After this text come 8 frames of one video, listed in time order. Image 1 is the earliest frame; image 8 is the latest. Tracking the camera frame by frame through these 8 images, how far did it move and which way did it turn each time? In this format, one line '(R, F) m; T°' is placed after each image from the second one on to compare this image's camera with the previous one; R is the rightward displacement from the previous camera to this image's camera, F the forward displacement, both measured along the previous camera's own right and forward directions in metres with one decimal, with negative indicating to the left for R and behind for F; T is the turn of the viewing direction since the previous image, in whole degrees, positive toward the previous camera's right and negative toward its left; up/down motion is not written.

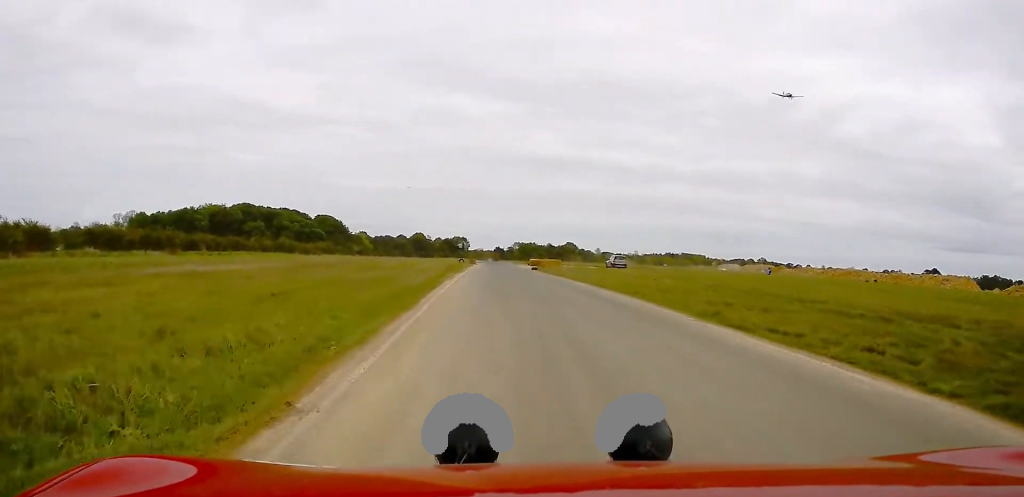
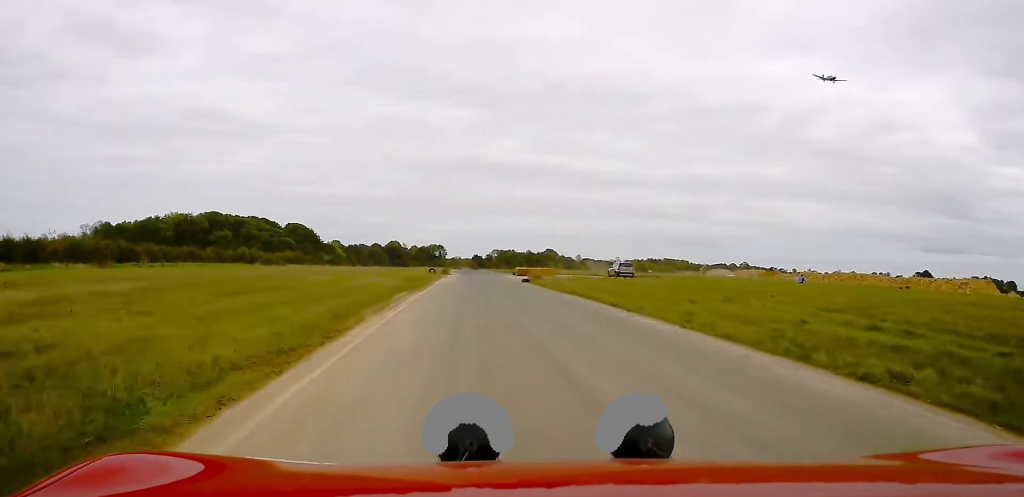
(+0.9, +17.5) m; +4°
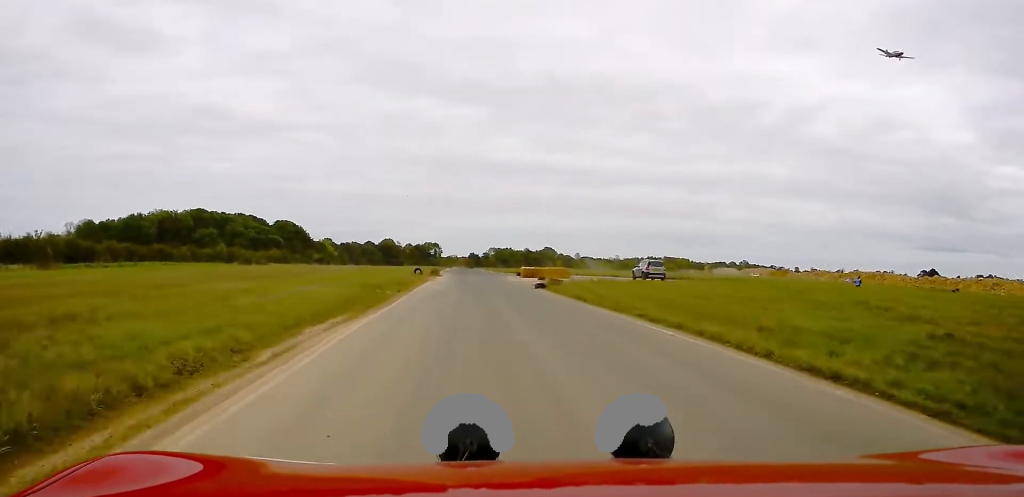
(+0.3, +14.2) m; 0°
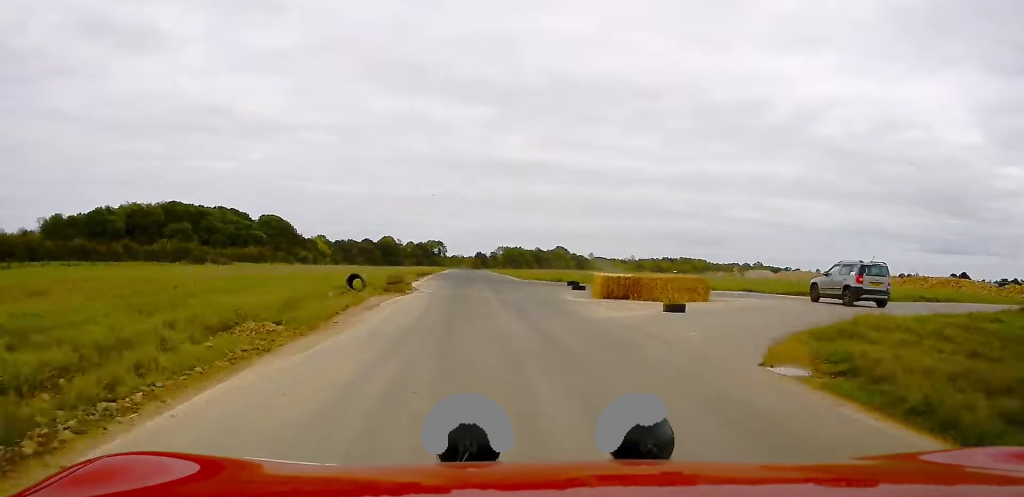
(-1.0, +35.2) m; -3°
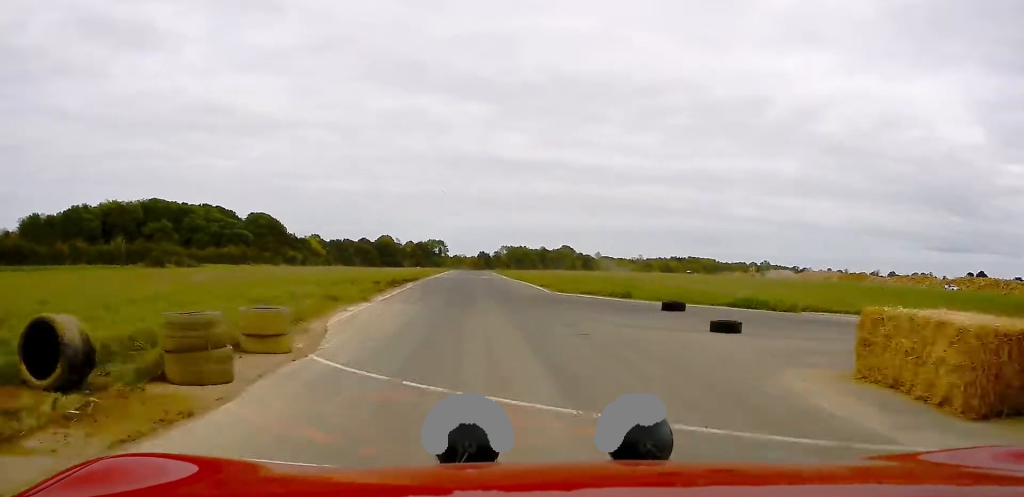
(-0.3, +19.5) m; 0°
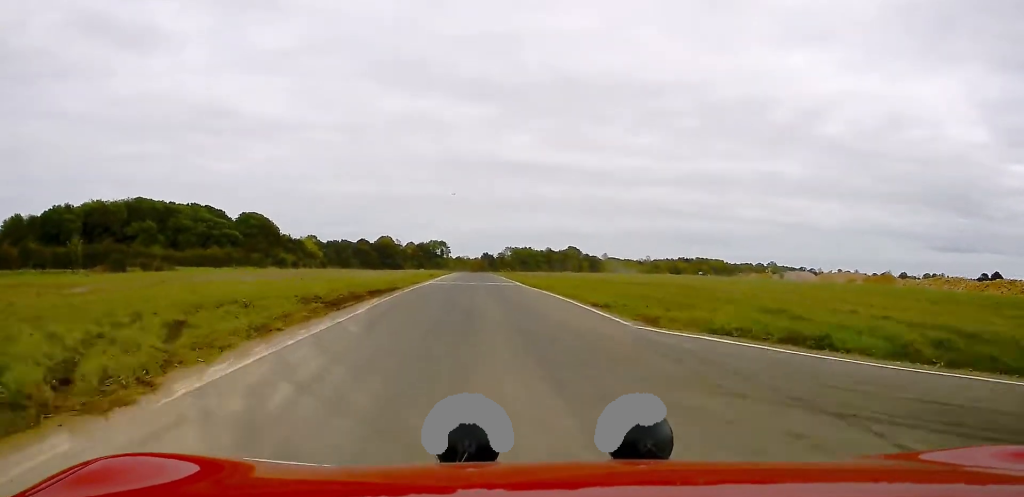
(+0.3, +15.1) m; +1°
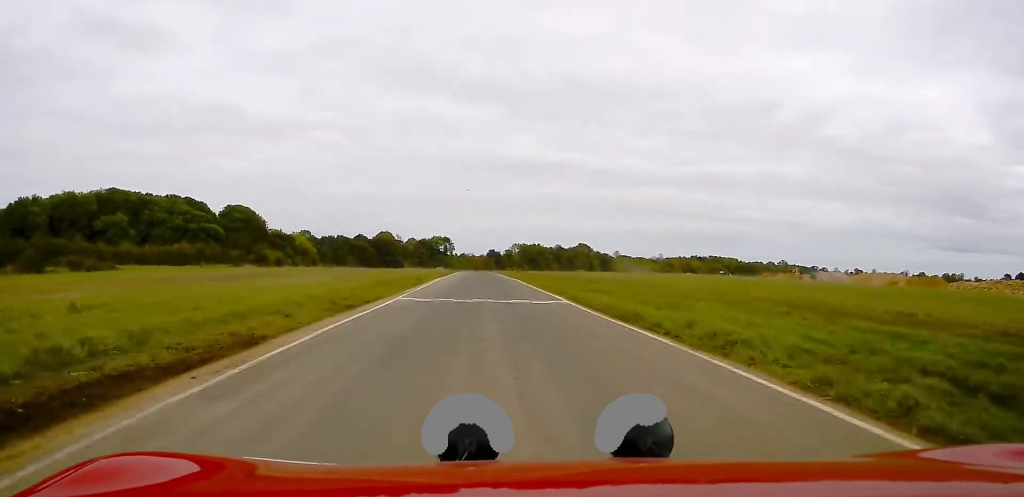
(0.0, +23.5) m; 0°
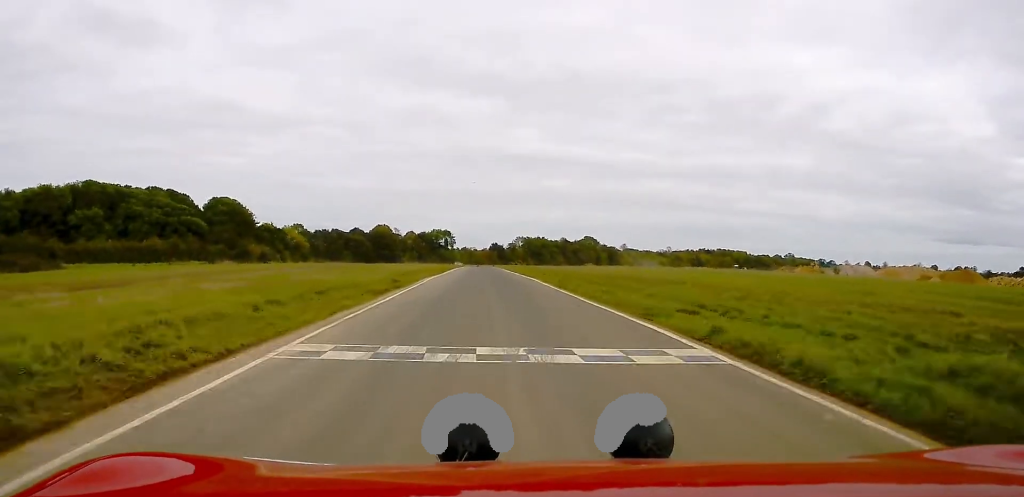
(-0.1, +15.7) m; 0°
